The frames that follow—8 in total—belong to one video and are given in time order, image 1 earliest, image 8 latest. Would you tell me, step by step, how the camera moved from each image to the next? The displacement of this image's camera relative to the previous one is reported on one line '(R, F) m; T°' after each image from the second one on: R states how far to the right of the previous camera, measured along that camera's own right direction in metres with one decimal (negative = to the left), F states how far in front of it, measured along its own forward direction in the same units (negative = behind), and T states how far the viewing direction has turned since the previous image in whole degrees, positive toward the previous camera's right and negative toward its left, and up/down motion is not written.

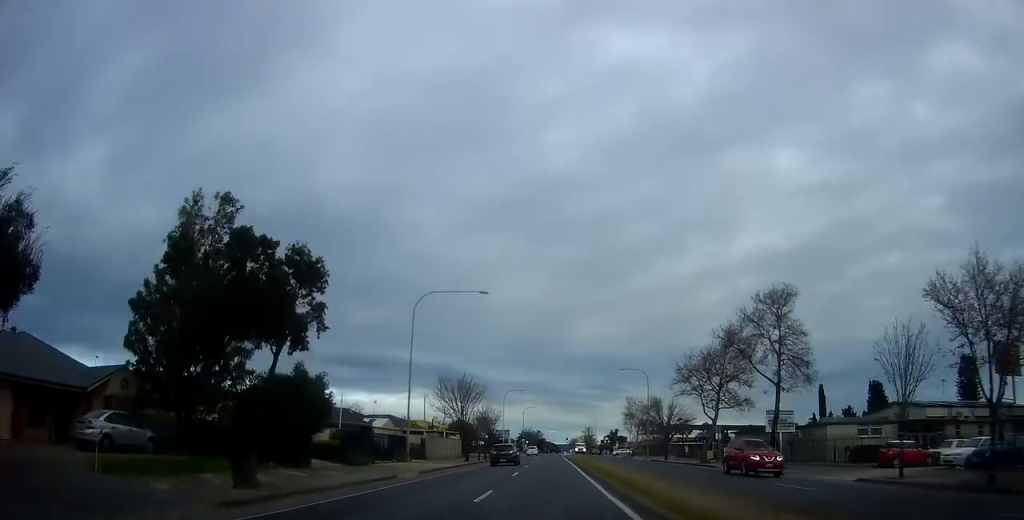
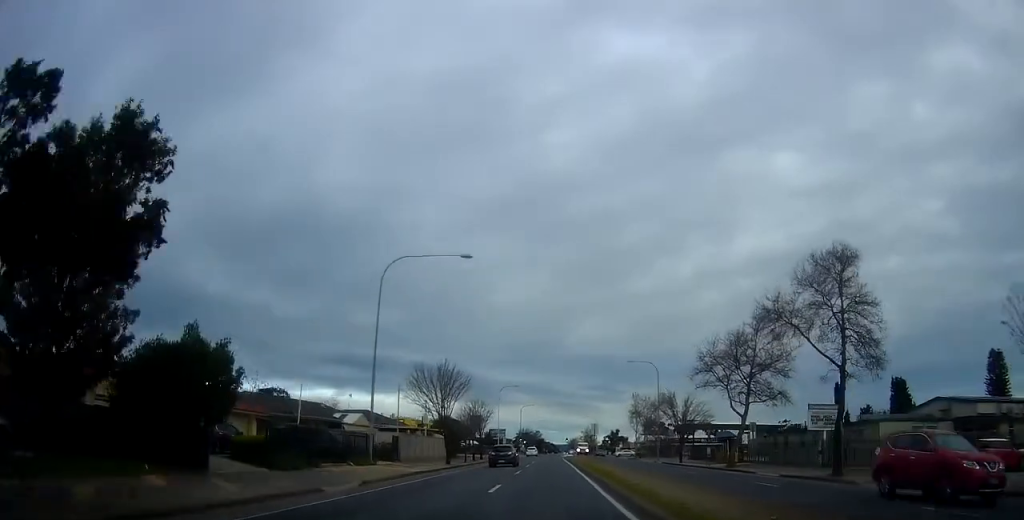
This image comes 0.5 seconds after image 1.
(-0.3, +8.4) m; +1°
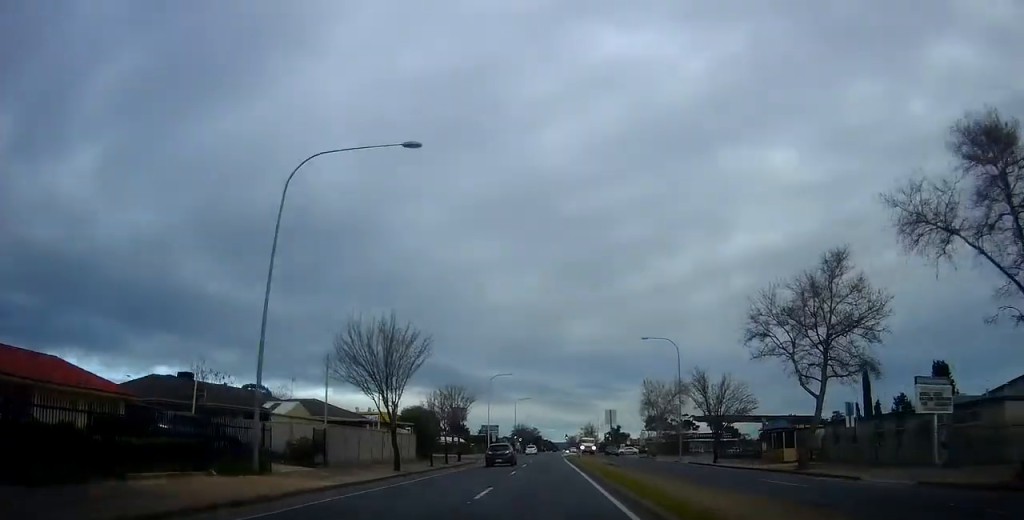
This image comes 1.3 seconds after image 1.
(+0.3, +13.5) m; +1°
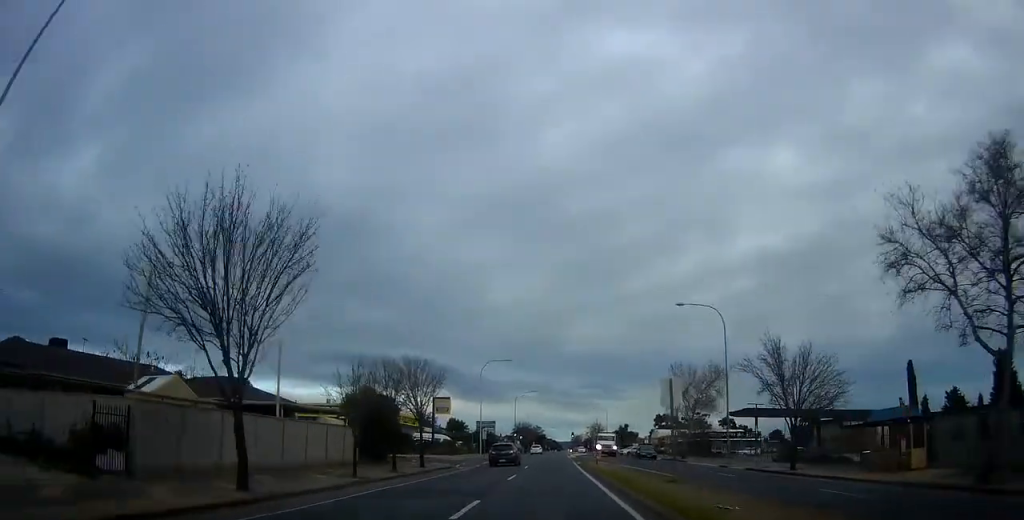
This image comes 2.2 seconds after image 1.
(+0.3, +15.1) m; 0°
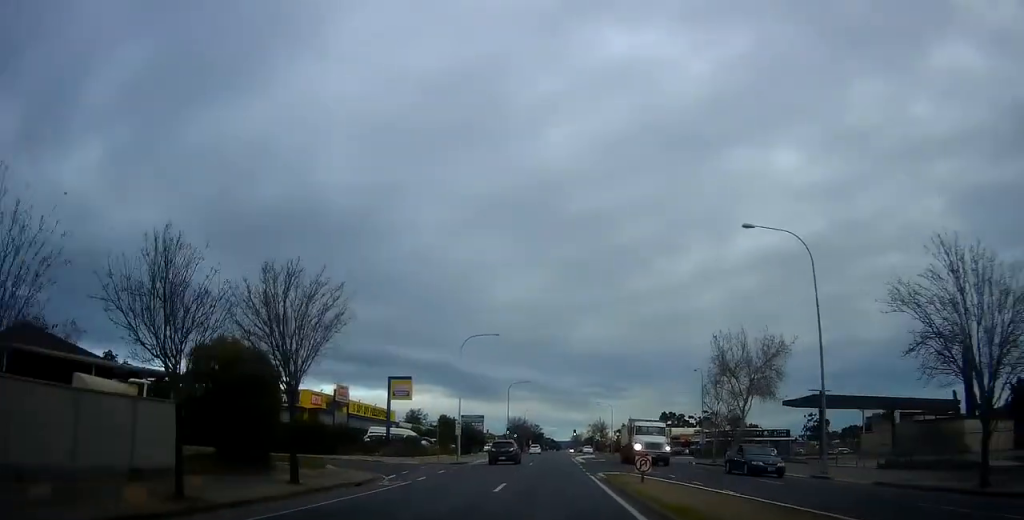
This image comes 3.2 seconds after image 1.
(-0.5, +16.7) m; -2°
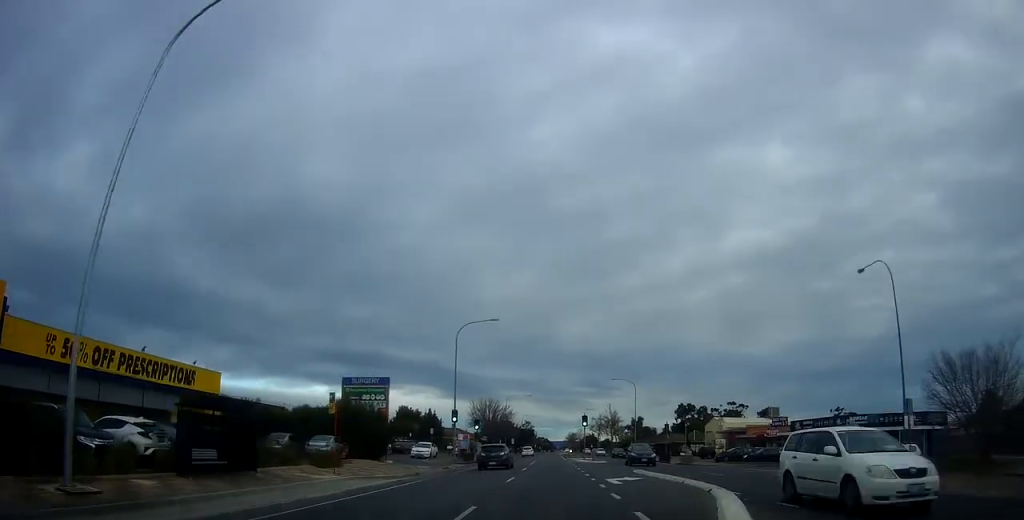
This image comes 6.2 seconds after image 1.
(+0.1, +50.2) m; 0°
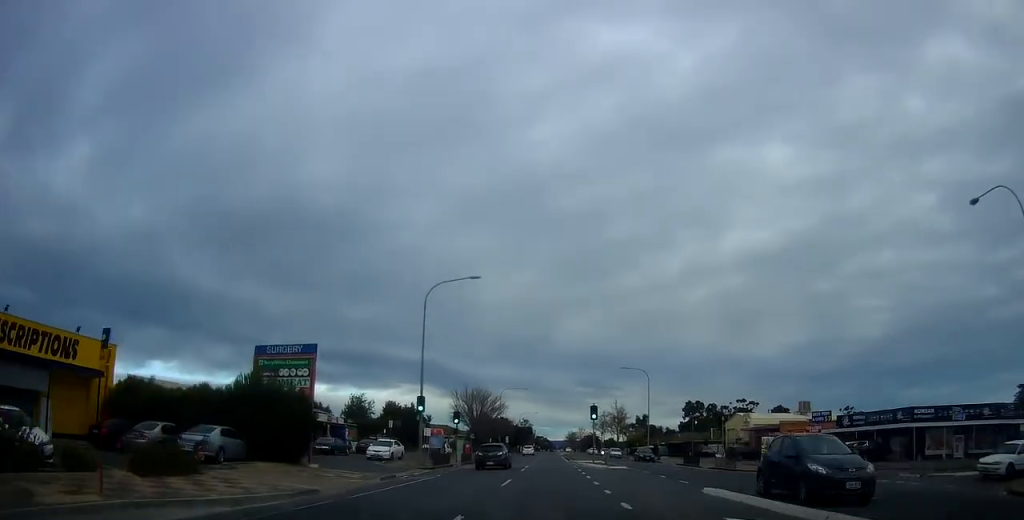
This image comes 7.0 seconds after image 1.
(-0.2, +13.3) m; 0°
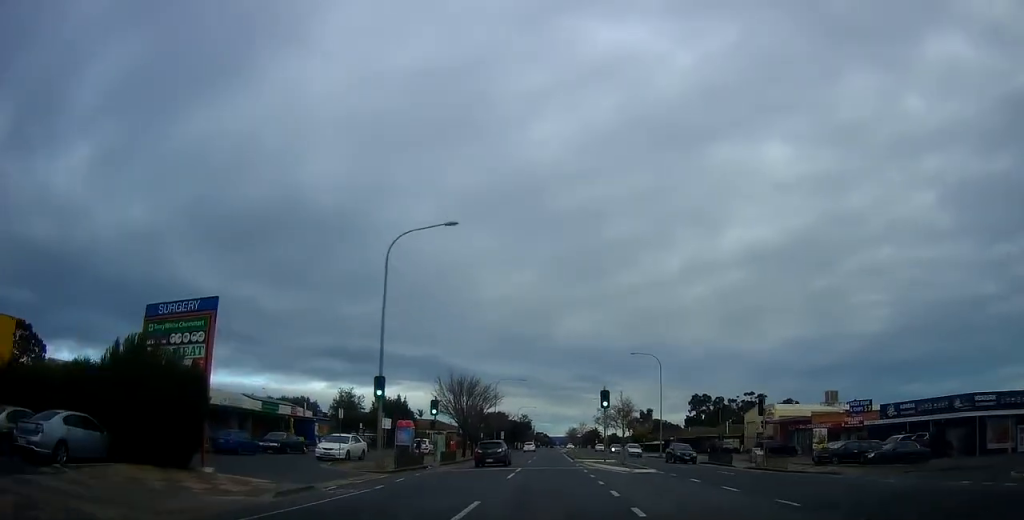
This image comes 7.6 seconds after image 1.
(-0.1, +9.4) m; +2°
